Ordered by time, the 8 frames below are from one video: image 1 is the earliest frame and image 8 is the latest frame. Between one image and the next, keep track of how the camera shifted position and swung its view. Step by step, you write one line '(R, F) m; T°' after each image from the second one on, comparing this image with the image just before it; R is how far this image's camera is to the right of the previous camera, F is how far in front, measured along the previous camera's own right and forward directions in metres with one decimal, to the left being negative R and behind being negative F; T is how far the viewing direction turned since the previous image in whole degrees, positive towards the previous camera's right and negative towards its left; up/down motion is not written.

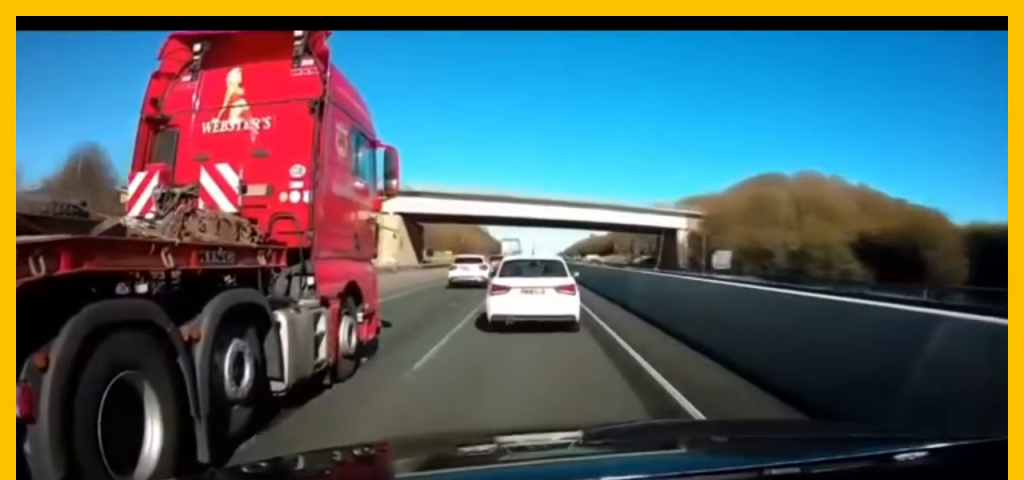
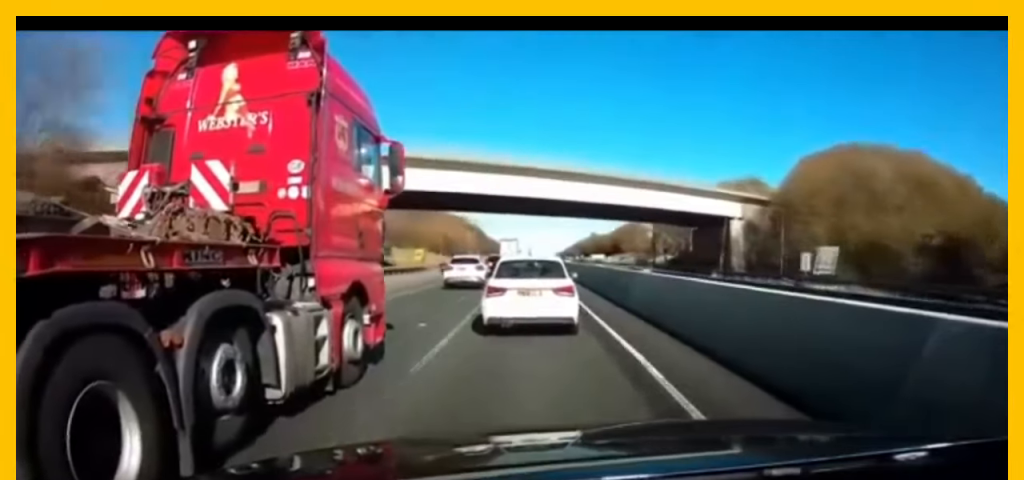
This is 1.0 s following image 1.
(-0.2, +20.4) m; 0°
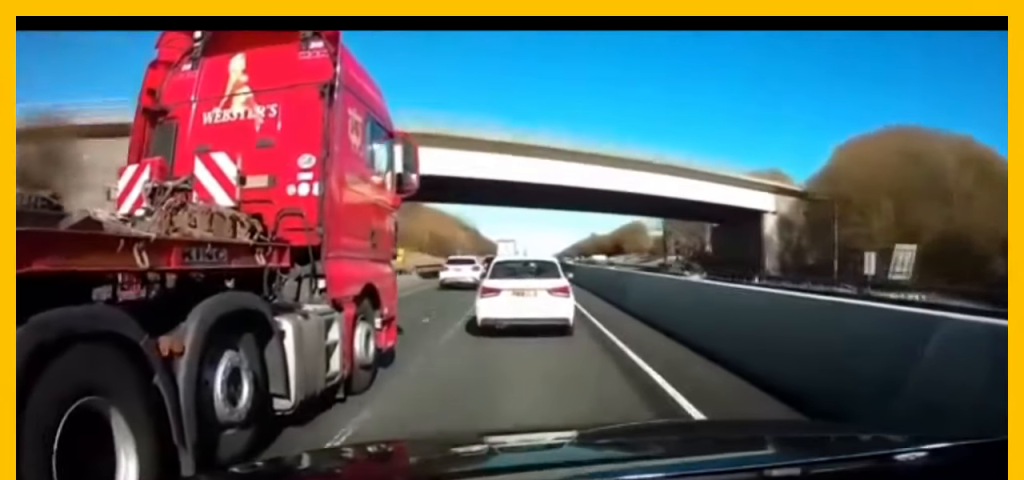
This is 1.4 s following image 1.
(+0.1, +8.3) m; 0°
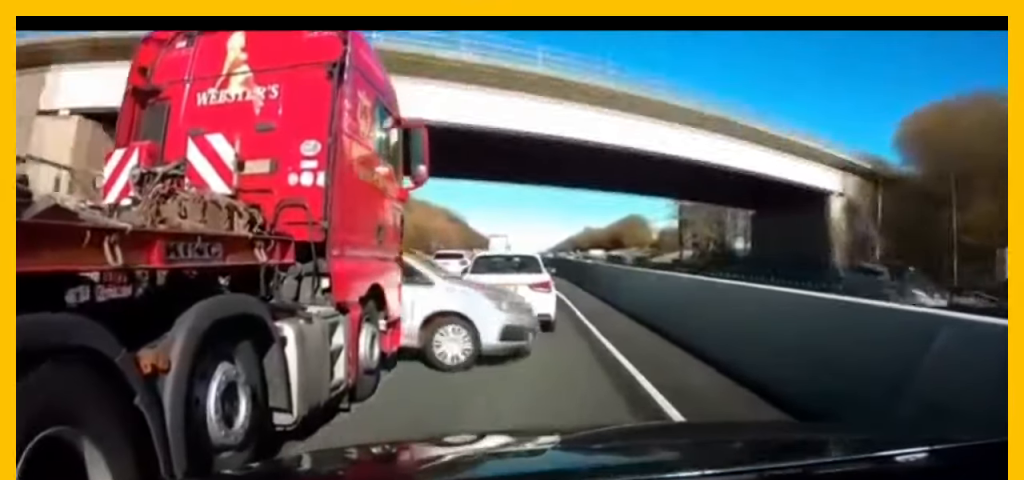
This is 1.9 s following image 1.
(+0.1, +11.8) m; 0°
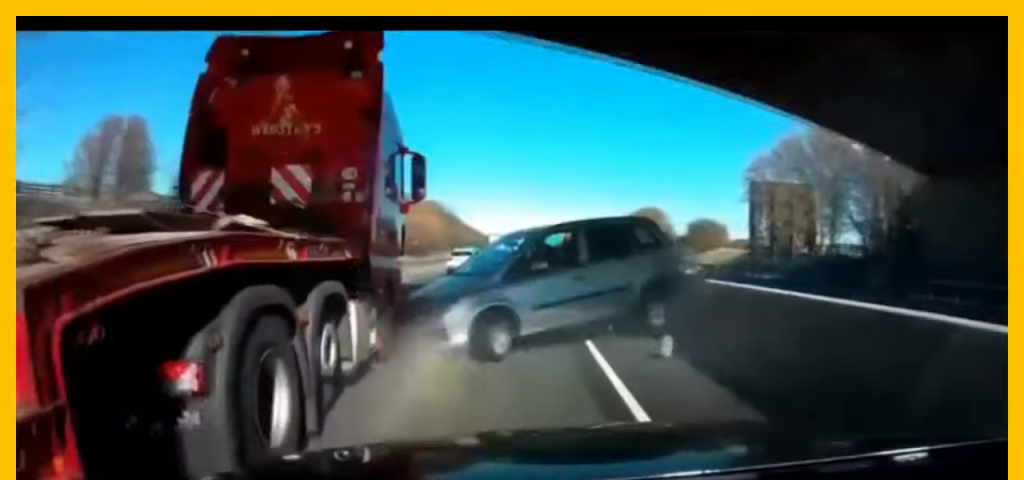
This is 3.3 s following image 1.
(-0.1, +28.2) m; -1°
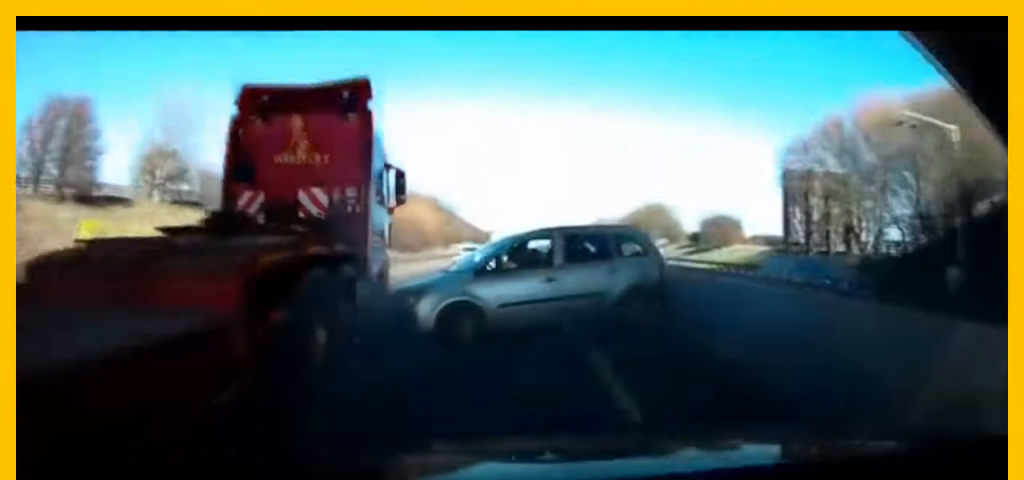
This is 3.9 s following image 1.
(-0.1, +10.2) m; -1°
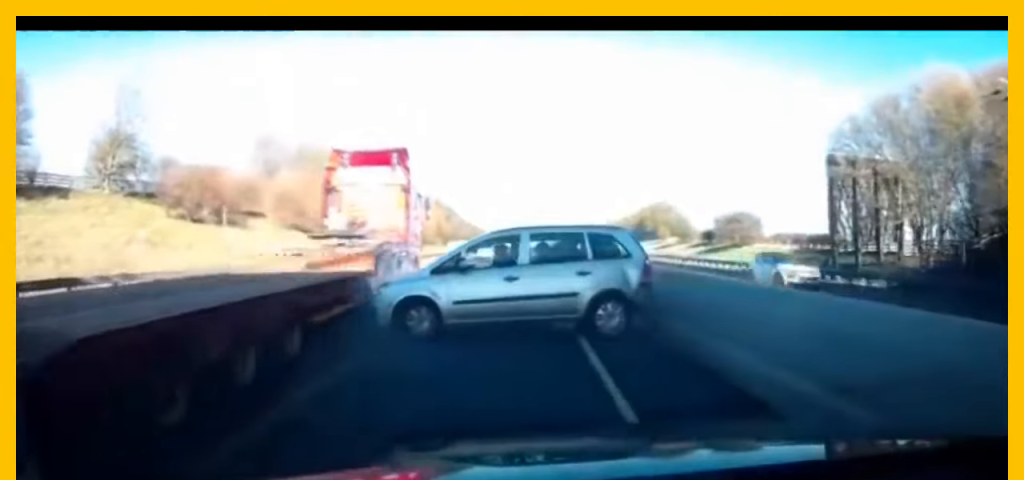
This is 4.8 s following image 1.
(-0.2, +15.5) m; -3°
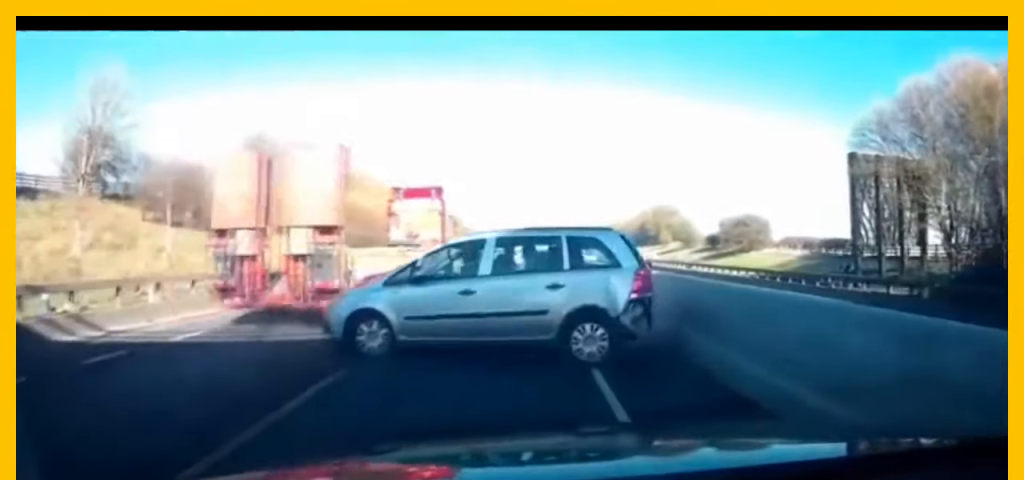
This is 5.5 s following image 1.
(-0.4, +12.0) m; -3°
